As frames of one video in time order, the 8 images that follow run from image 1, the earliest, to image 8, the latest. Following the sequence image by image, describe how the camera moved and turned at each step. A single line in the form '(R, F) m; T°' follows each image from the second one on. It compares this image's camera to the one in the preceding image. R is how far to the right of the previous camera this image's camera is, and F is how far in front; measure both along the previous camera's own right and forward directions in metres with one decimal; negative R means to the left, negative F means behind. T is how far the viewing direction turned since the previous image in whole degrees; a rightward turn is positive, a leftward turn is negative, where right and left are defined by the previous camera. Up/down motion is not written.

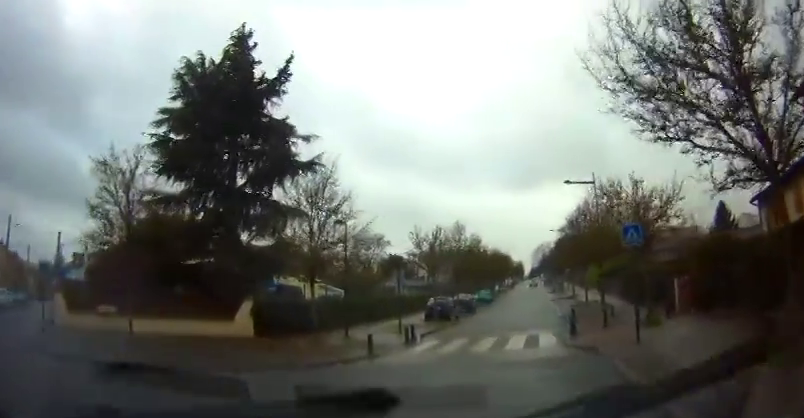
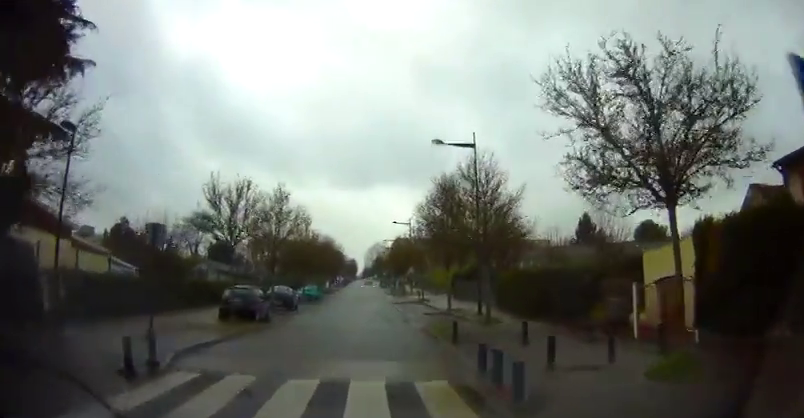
(+2.6, +9.0) m; +22°
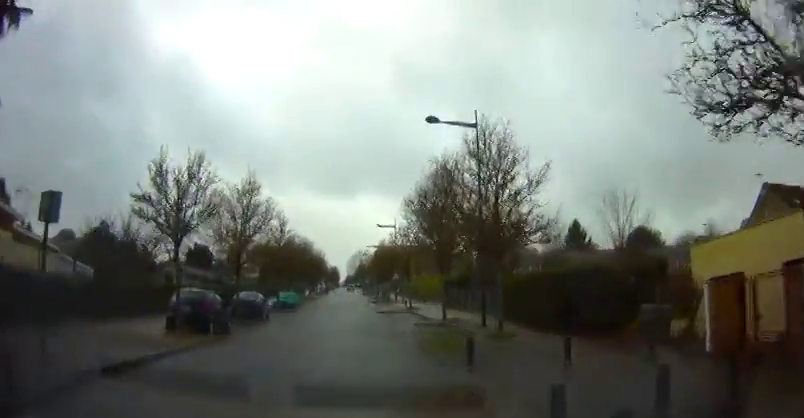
(+0.2, +3.8) m; -1°
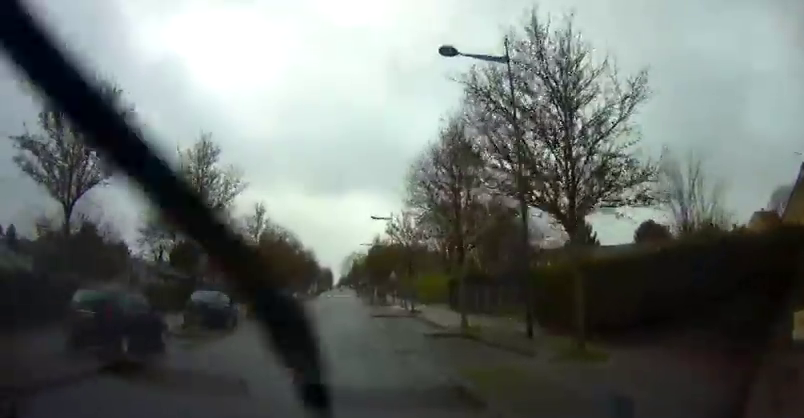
(-0.4, +5.8) m; -1°
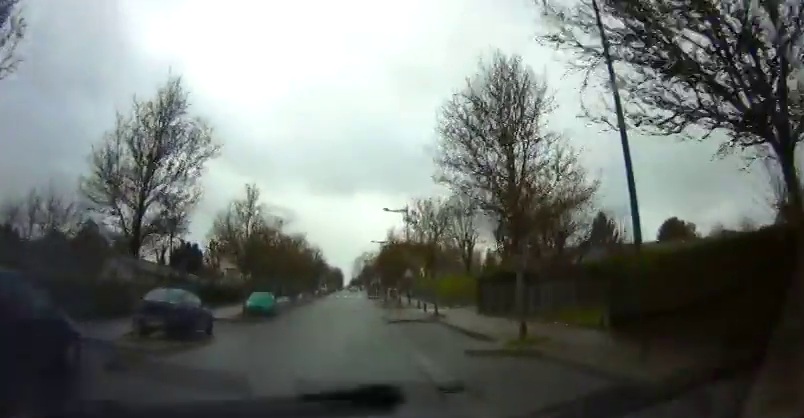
(+0.1, +5.0) m; +1°
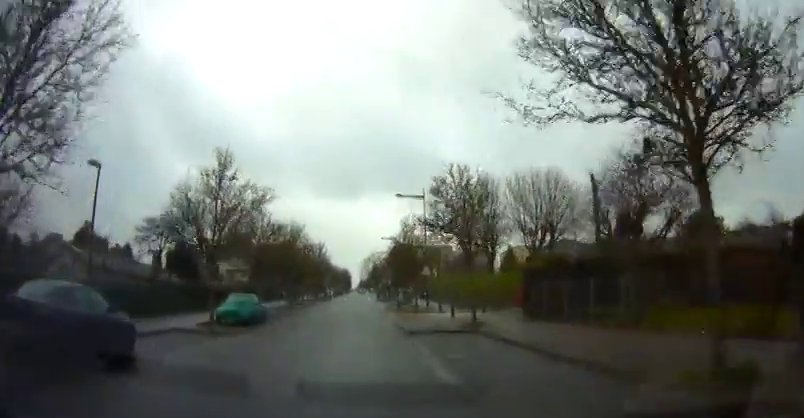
(+0.1, +6.4) m; +1°
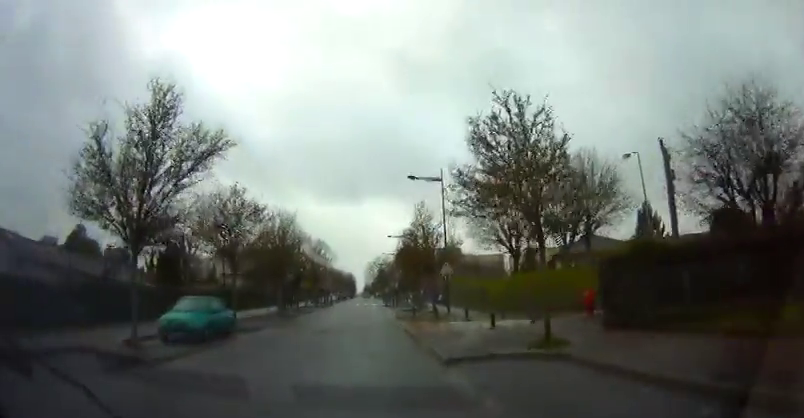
(0.0, +6.5) m; 0°
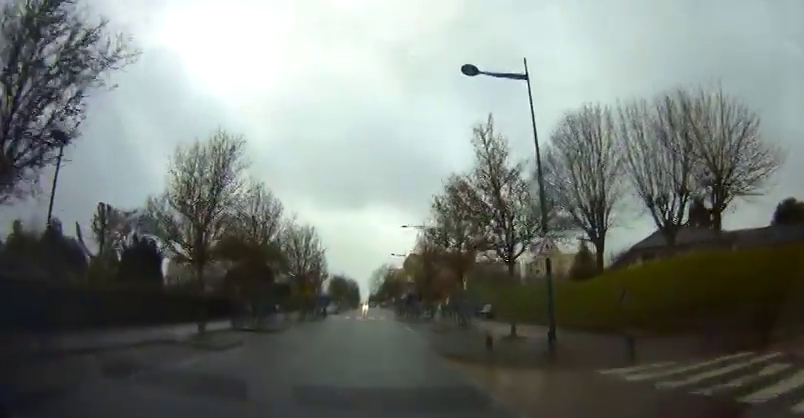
(-0.1, +15.7) m; -2°
